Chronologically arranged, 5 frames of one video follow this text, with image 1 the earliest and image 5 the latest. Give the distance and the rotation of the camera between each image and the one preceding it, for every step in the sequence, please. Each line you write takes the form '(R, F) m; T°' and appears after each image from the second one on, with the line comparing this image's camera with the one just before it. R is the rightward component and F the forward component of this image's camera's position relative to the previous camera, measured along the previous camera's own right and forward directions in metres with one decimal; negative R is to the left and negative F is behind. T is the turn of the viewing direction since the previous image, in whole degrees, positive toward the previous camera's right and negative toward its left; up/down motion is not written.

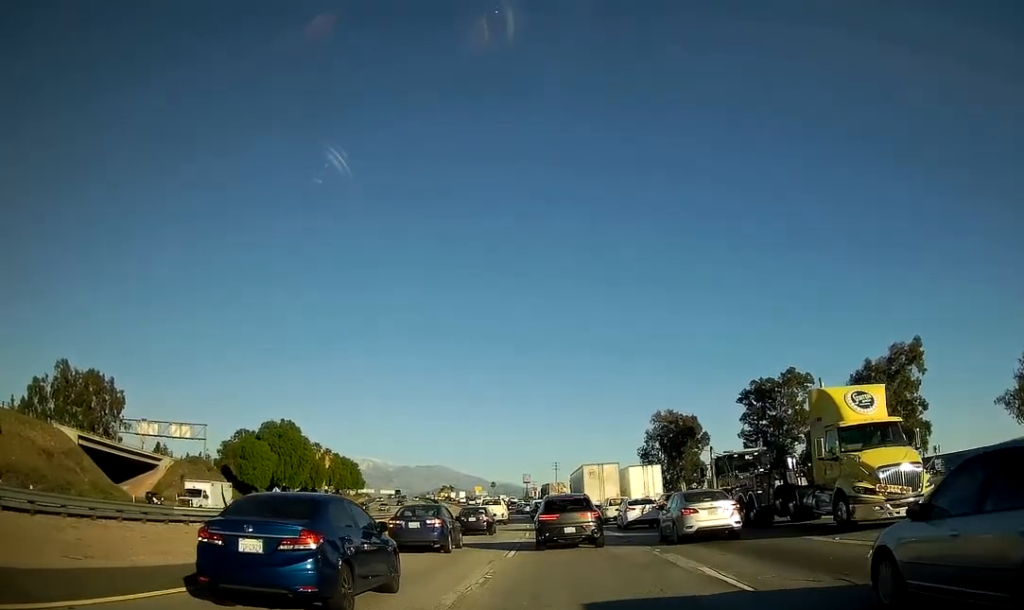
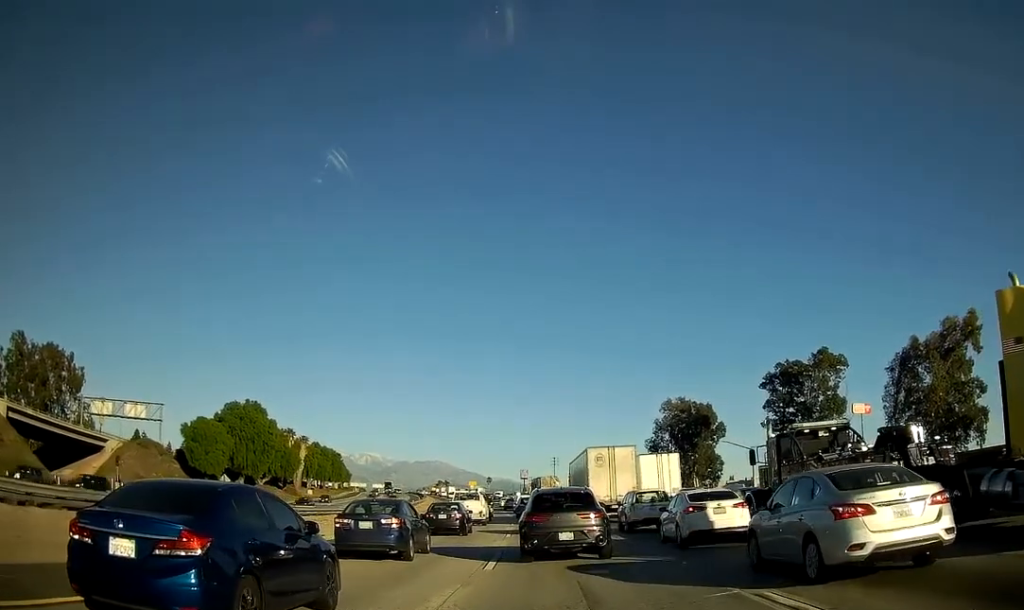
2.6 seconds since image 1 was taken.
(+0.5, +18.7) m; +3°
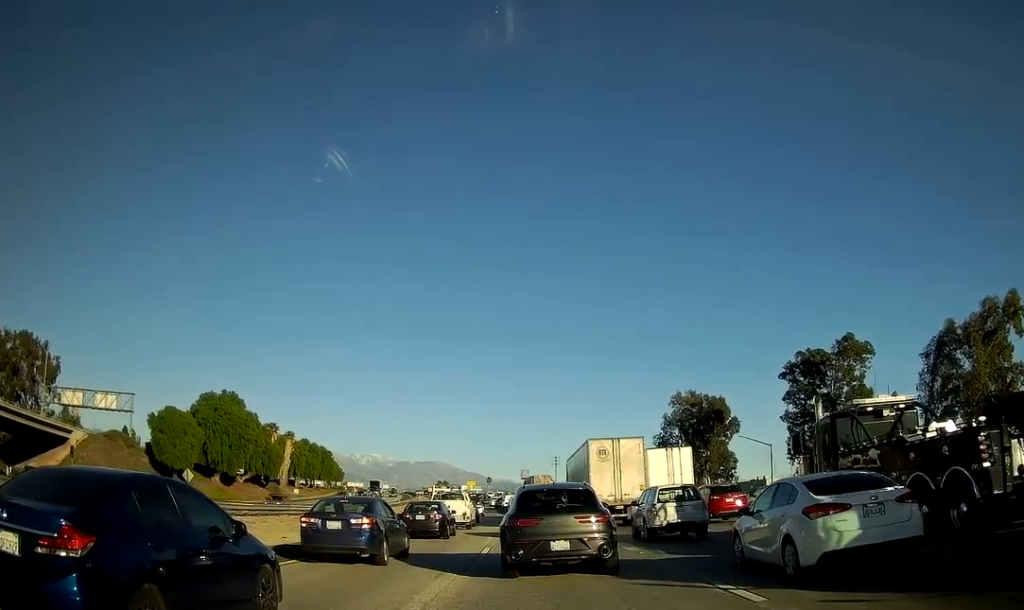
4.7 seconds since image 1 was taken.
(-0.4, +12.2) m; -3°
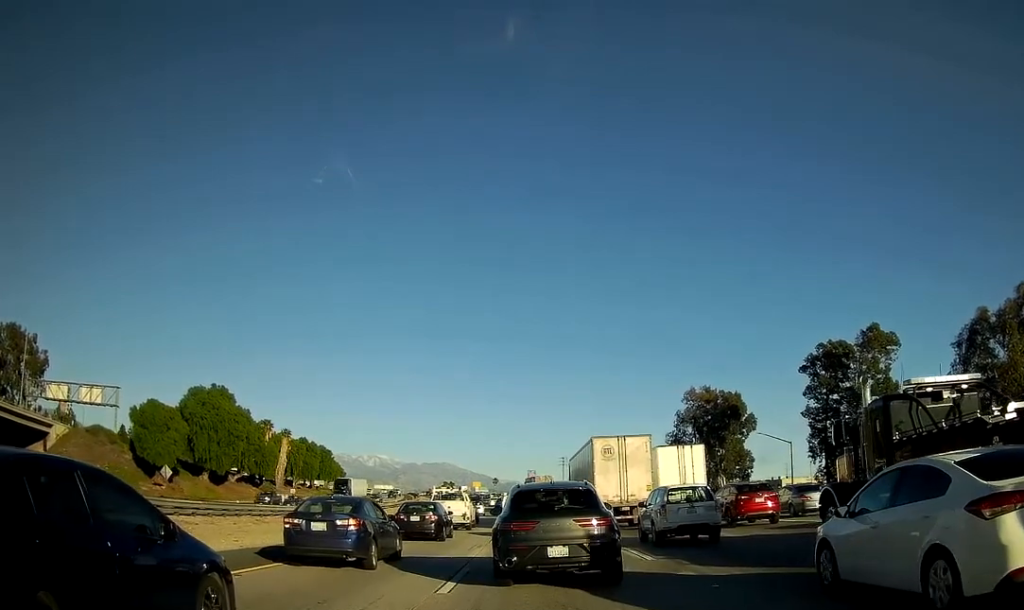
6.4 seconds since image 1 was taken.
(-0.1, +7.8) m; 0°
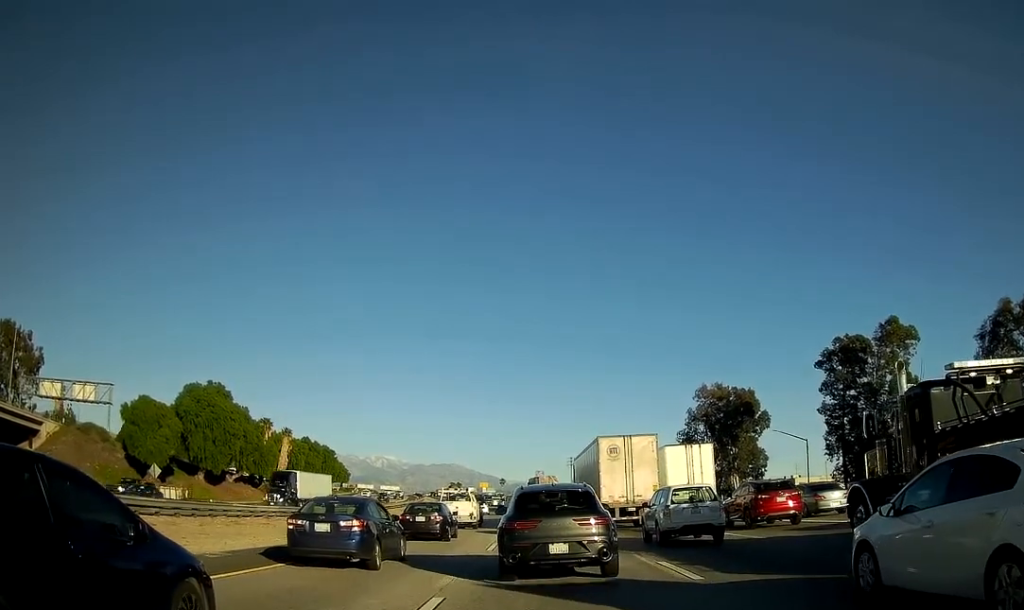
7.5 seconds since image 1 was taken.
(0.0, +4.3) m; 0°
